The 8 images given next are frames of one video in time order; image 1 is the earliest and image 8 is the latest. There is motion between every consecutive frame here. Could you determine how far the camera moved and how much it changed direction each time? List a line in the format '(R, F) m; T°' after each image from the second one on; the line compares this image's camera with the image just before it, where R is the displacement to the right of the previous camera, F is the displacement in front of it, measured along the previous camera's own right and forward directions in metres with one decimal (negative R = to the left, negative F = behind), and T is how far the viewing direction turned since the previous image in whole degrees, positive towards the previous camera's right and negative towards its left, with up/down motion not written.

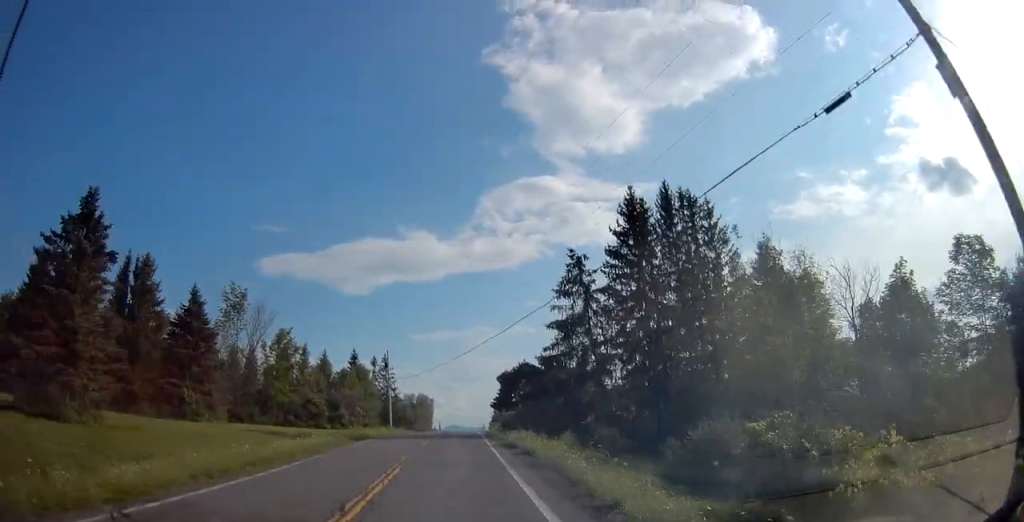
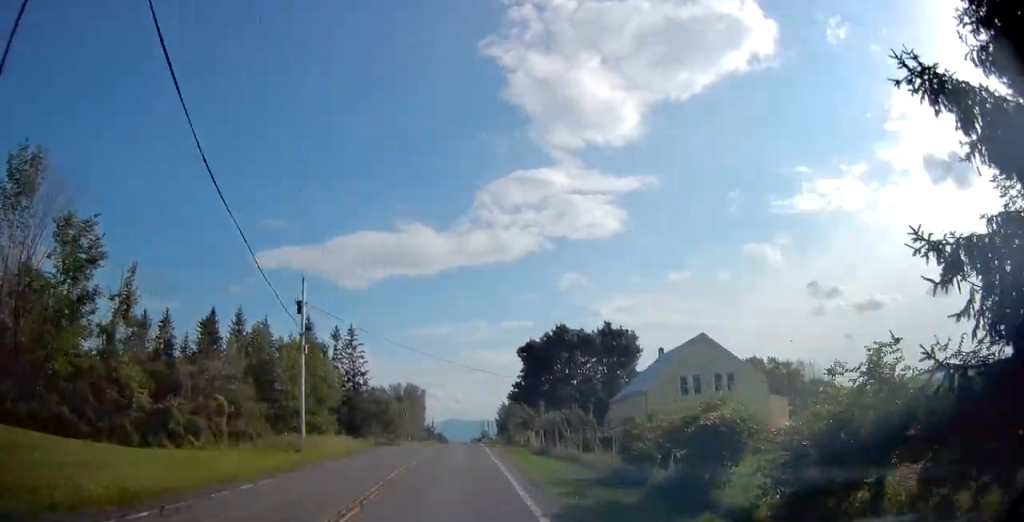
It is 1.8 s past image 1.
(+0.5, +39.8) m; +1°
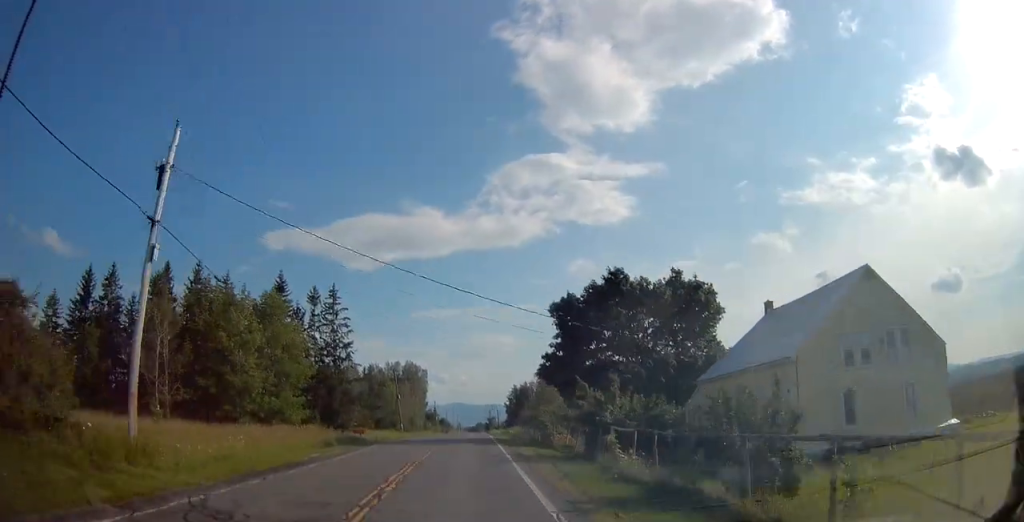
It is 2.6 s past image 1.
(-0.1, +18.5) m; -1°
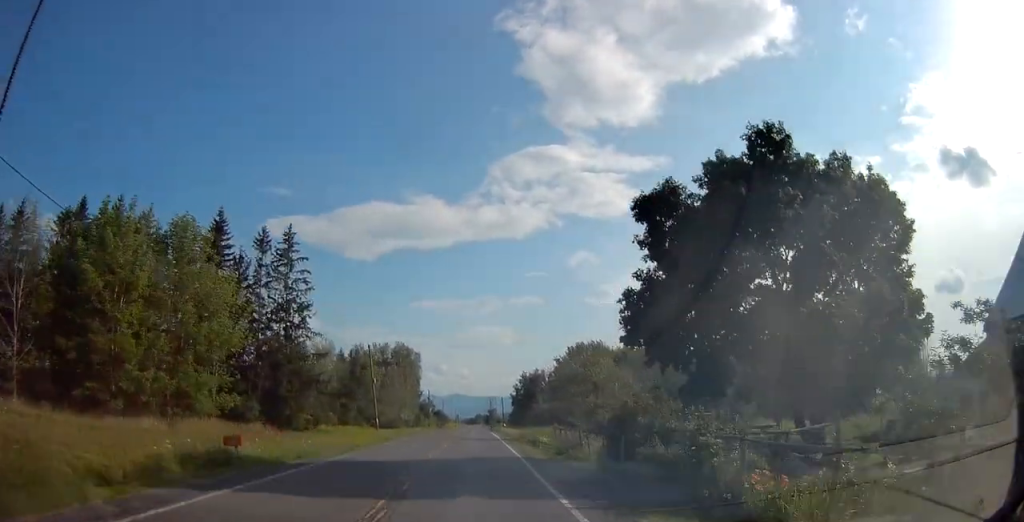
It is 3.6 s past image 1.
(-0.1, +21.5) m; 0°
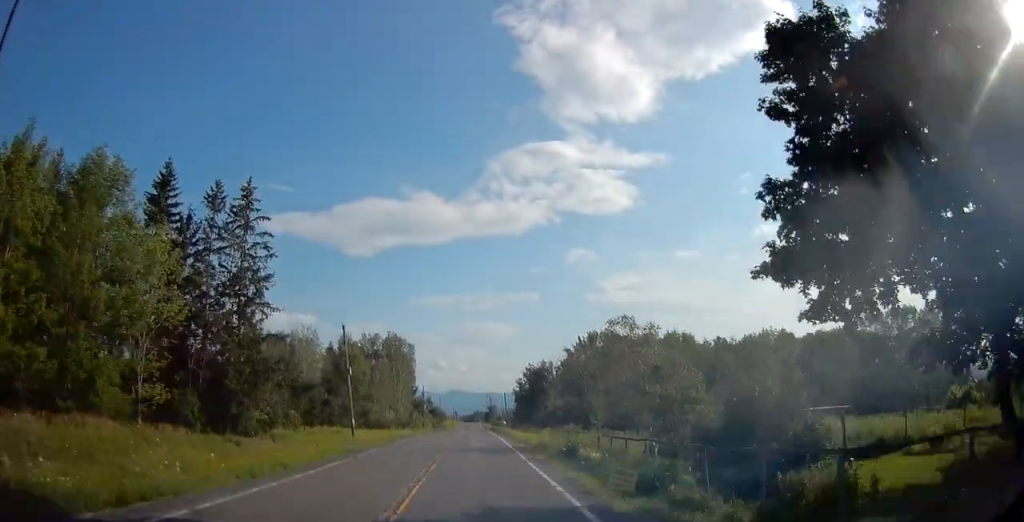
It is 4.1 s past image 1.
(0.0, +11.8) m; 0°
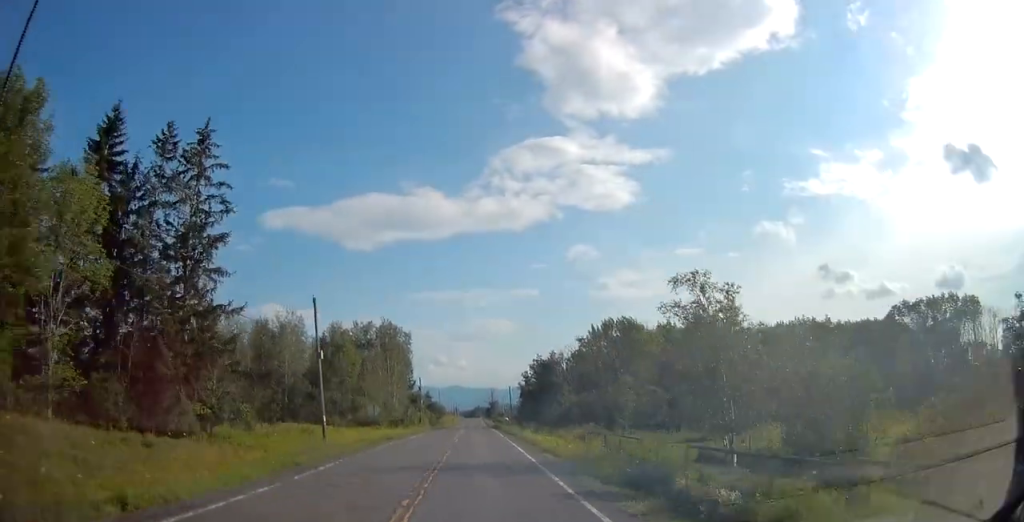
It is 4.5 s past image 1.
(0.0, +9.6) m; 0°
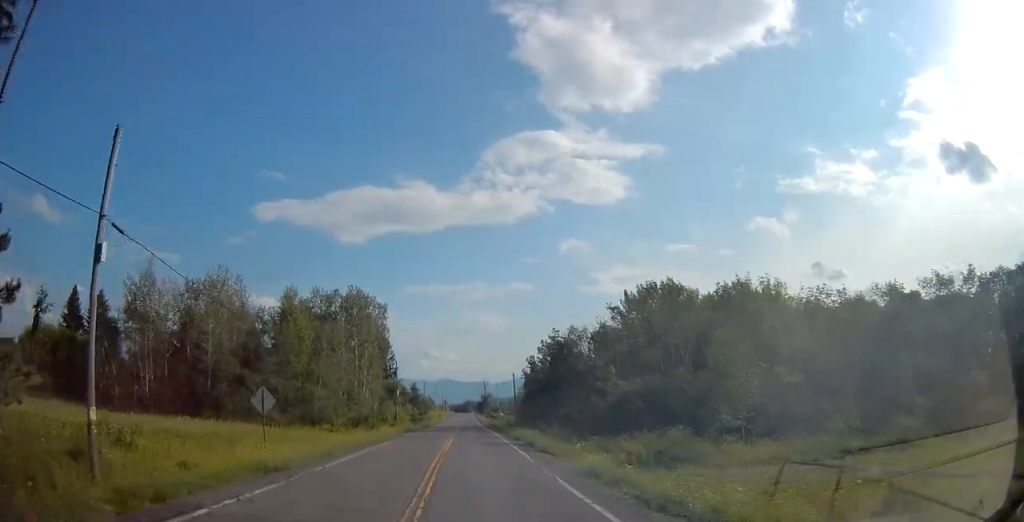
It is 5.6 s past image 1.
(+0.2, +22.9) m; +1°
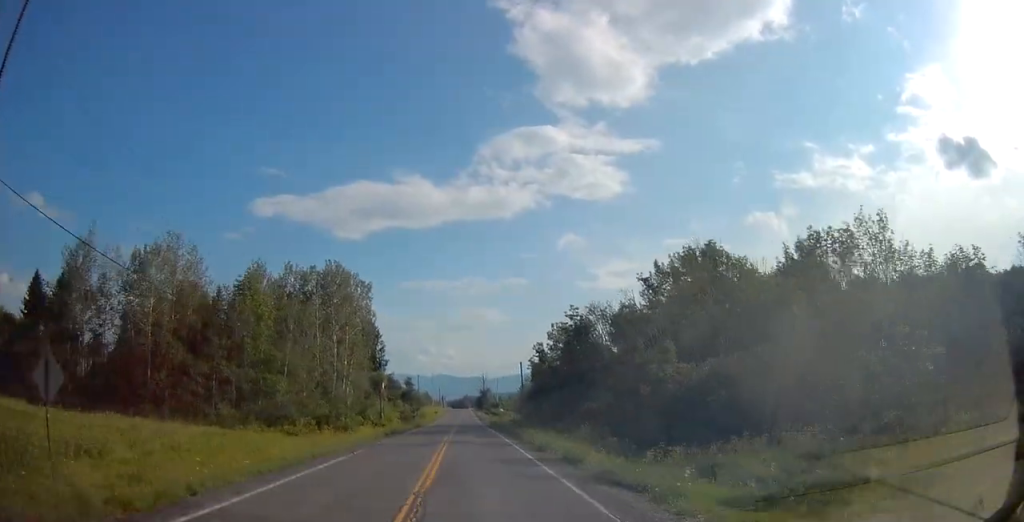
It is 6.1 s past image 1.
(+0.1, +11.9) m; 0°
